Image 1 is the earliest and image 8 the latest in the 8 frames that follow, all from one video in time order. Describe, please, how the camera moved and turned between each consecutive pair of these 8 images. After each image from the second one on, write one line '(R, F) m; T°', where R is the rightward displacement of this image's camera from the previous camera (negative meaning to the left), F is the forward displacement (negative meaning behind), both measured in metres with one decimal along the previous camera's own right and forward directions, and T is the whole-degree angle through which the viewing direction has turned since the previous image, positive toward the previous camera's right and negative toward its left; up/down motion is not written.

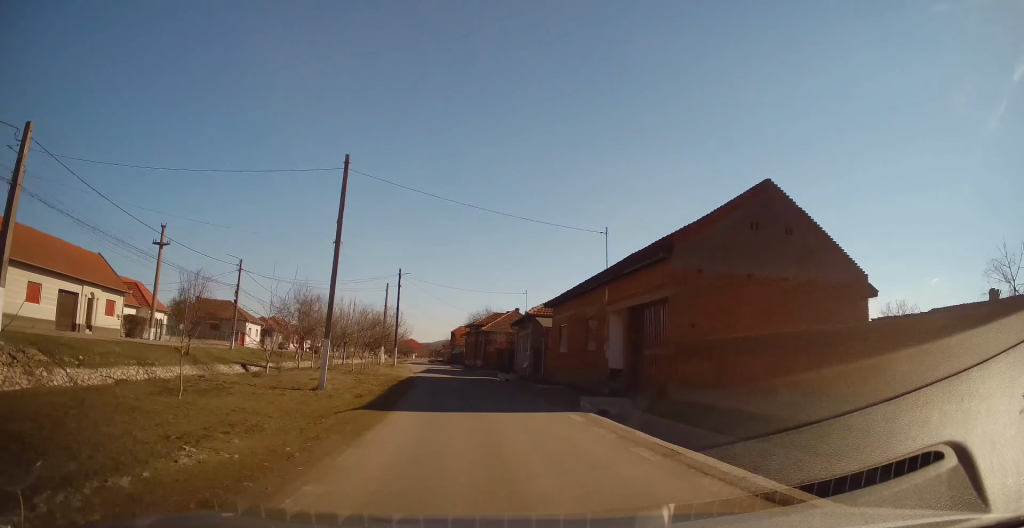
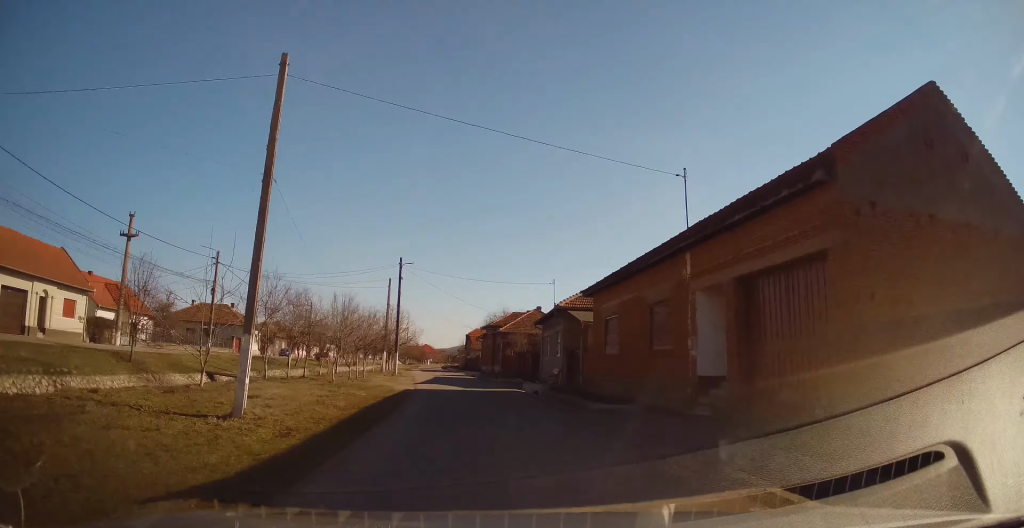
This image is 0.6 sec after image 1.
(-0.1, +7.2) m; -2°
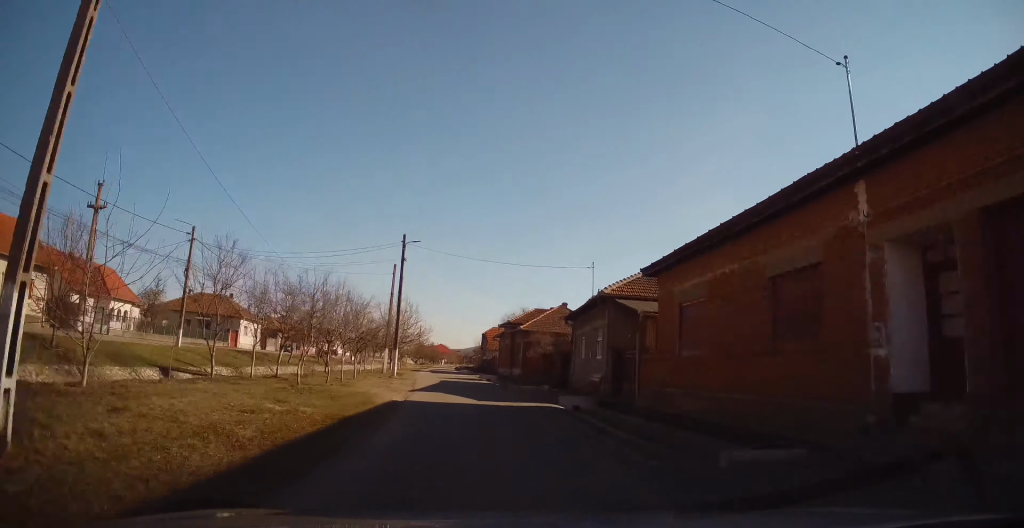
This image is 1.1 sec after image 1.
(+0.1, +6.7) m; -2°
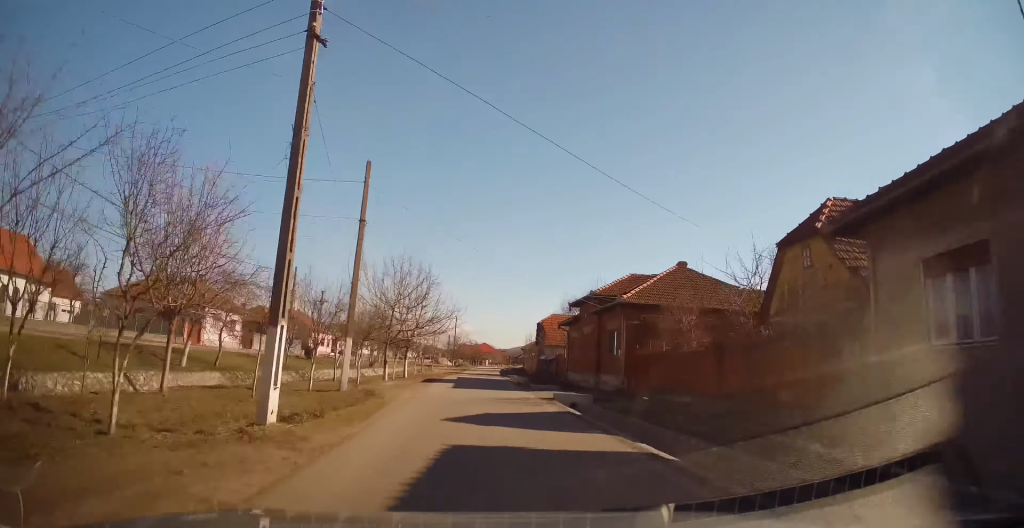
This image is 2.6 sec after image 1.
(-1.3, +21.2) m; -5°
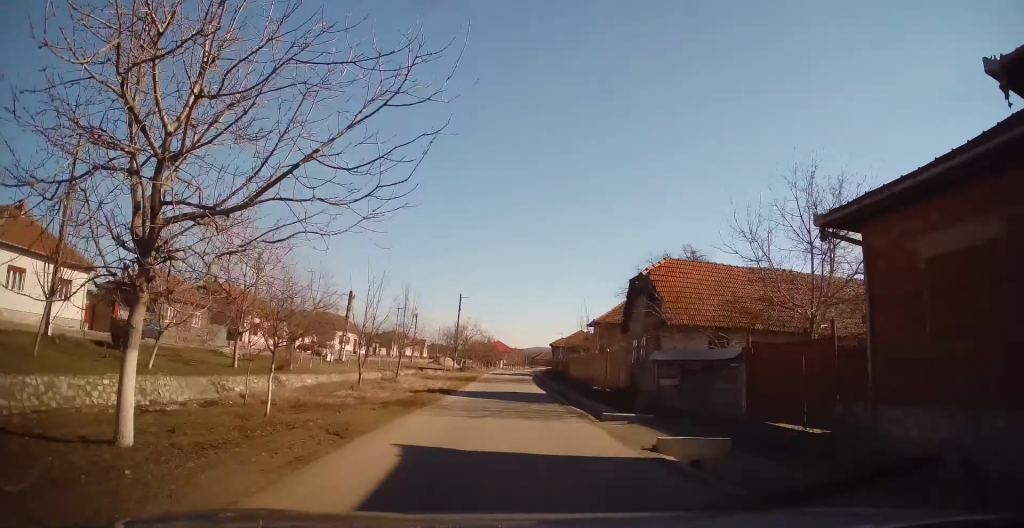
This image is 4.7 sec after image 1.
(-0.3, +30.8) m; -1°
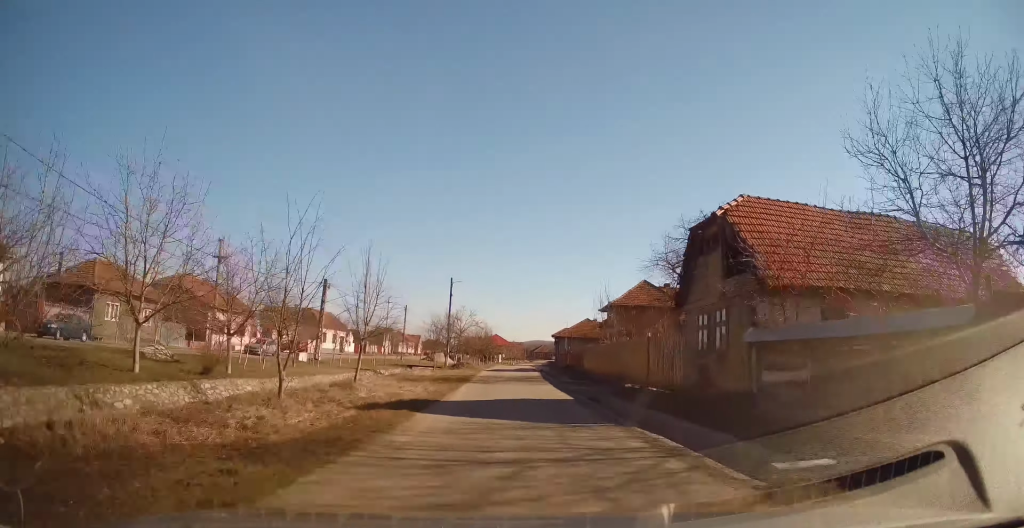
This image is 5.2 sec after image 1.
(-0.2, +8.1) m; 0°
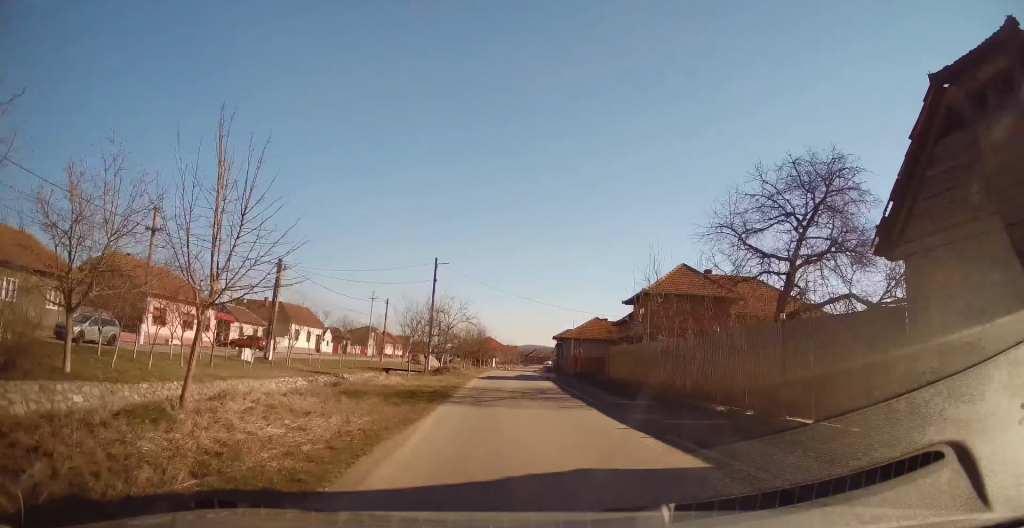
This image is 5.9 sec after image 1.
(+0.2, +10.7) m; 0°
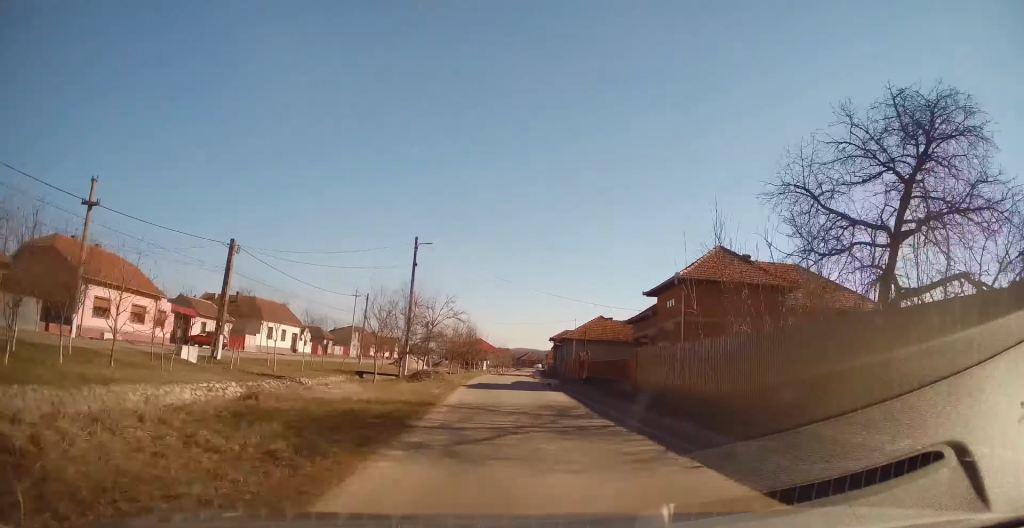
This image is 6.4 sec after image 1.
(+0.2, +7.2) m; 0°
